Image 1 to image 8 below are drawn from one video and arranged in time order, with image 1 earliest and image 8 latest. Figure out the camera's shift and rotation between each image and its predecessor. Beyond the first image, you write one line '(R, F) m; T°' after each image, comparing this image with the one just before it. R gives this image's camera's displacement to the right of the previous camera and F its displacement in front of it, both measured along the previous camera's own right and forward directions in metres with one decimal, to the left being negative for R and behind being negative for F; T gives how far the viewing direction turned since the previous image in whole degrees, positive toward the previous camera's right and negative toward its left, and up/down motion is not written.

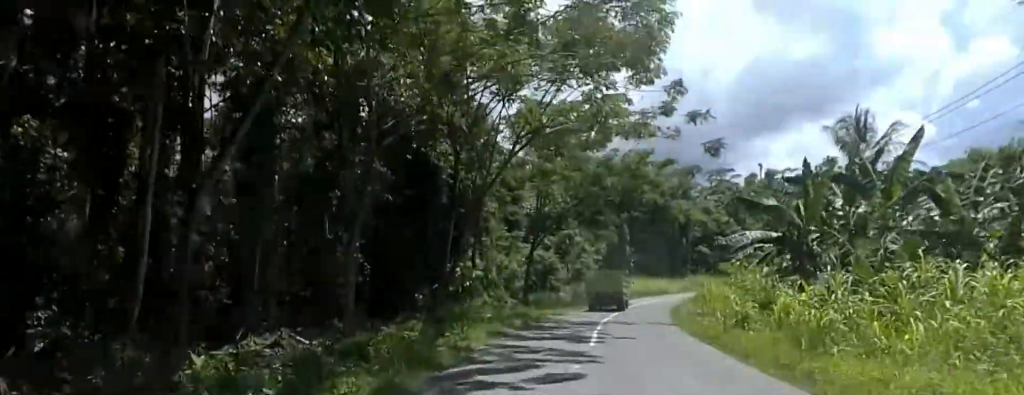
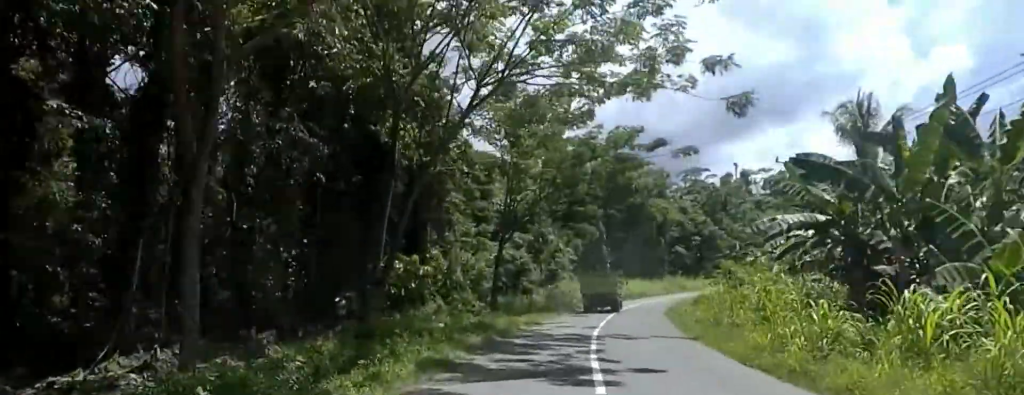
(+0.4, +6.3) m; +4°
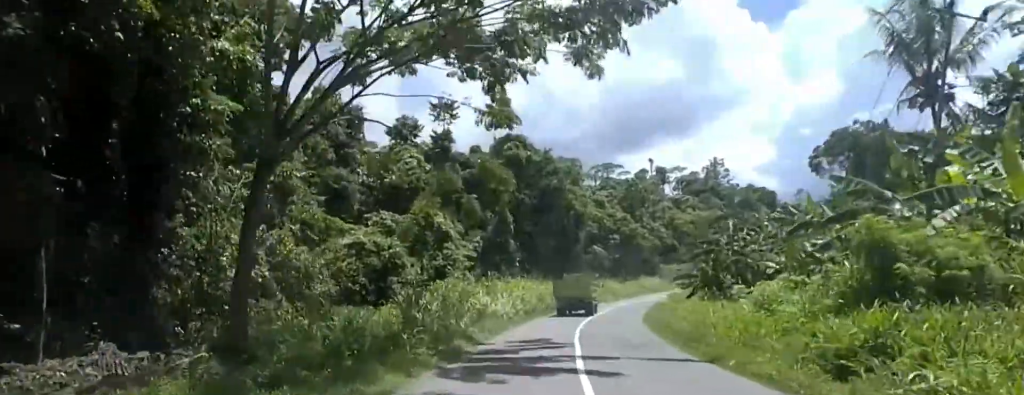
(+2.3, +22.0) m; +7°
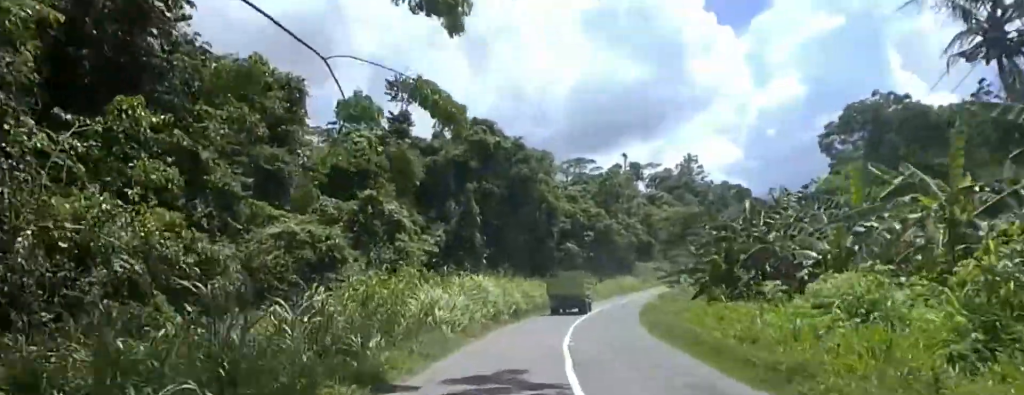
(-0.5, +7.4) m; +3°
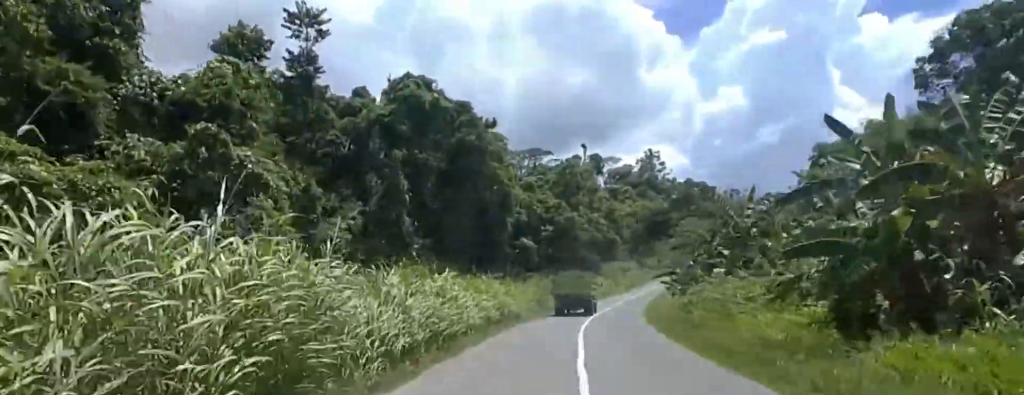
(+1.7, +15.7) m; +6°
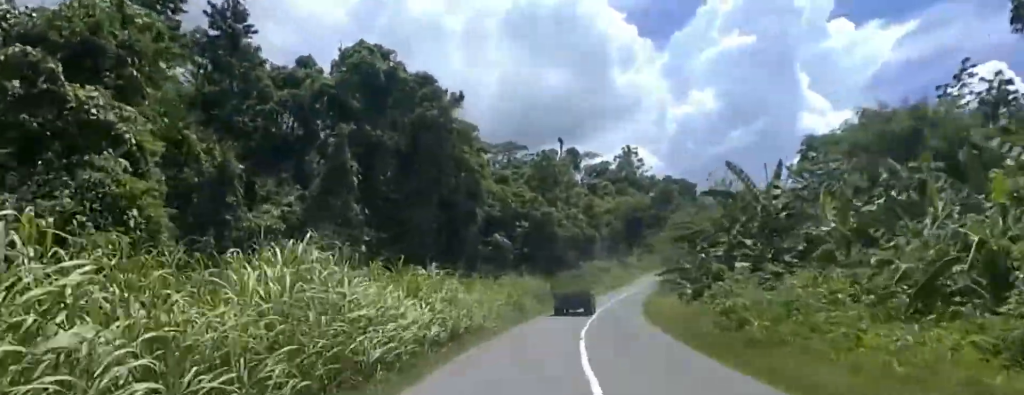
(-0.5, +7.9) m; +1°
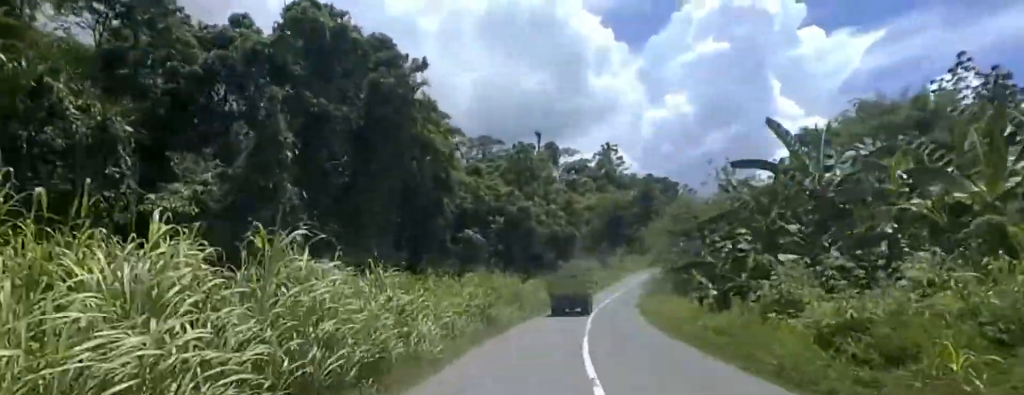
(-0.4, +7.3) m; +1°
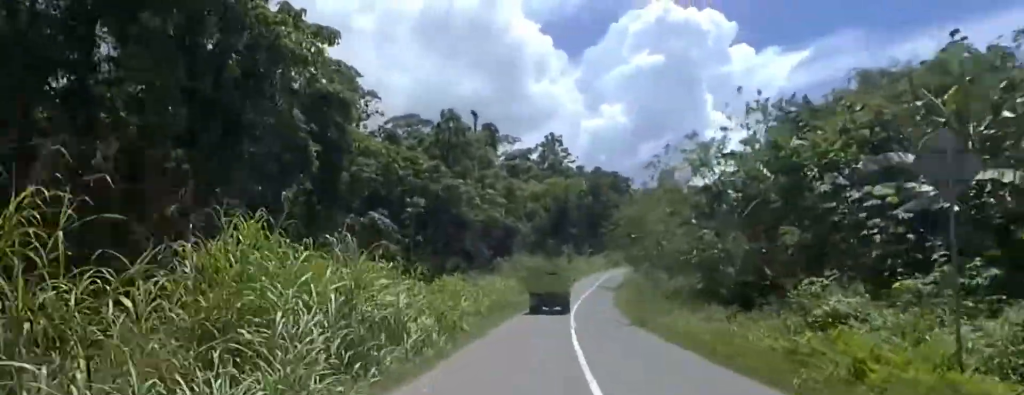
(+1.9, +18.4) m; +6°
